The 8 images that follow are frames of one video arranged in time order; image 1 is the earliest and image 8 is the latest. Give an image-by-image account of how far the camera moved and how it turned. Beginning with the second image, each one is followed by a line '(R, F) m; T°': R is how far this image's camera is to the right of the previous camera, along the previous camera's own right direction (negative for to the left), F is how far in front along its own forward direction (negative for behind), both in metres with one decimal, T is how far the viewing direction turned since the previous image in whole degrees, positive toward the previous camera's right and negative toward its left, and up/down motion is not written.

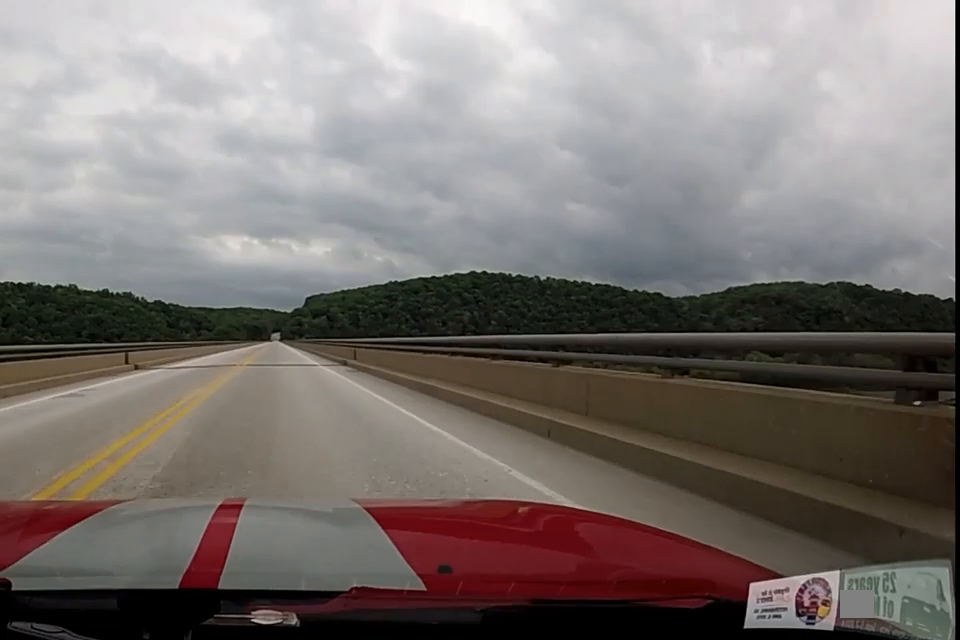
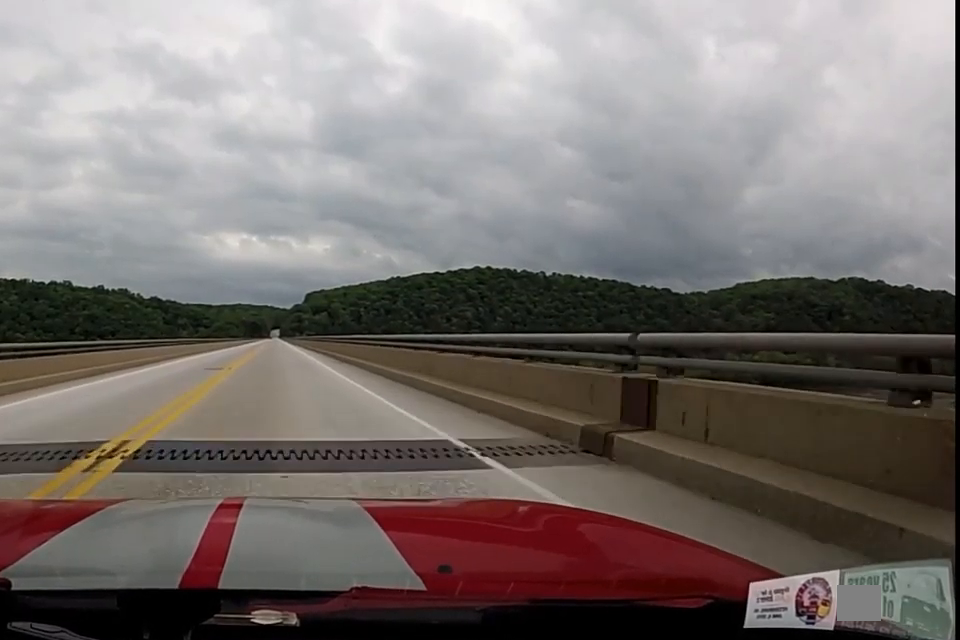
(-0.7, +22.0) m; -2°
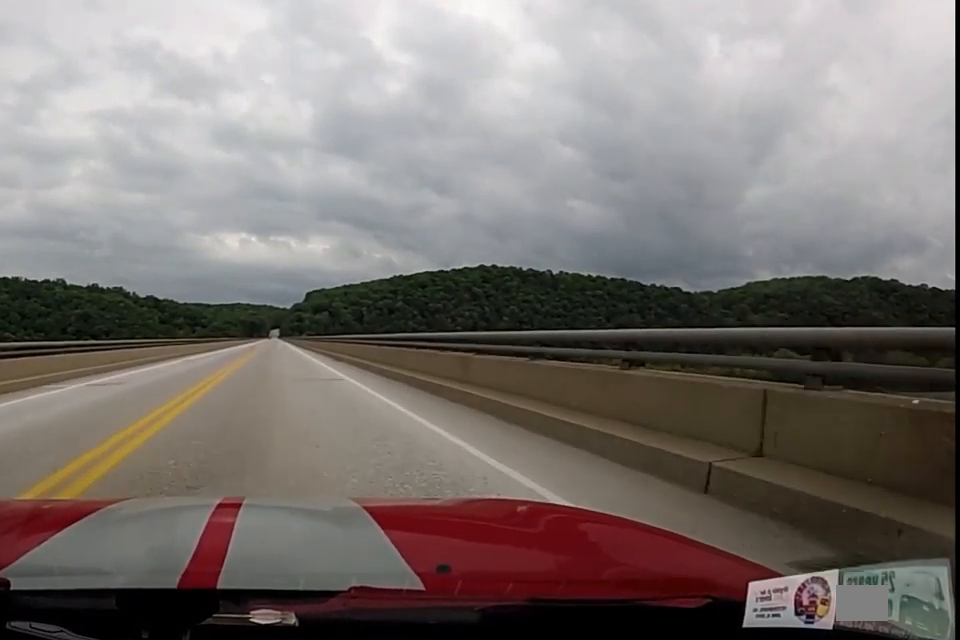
(-0.1, +24.5) m; +3°
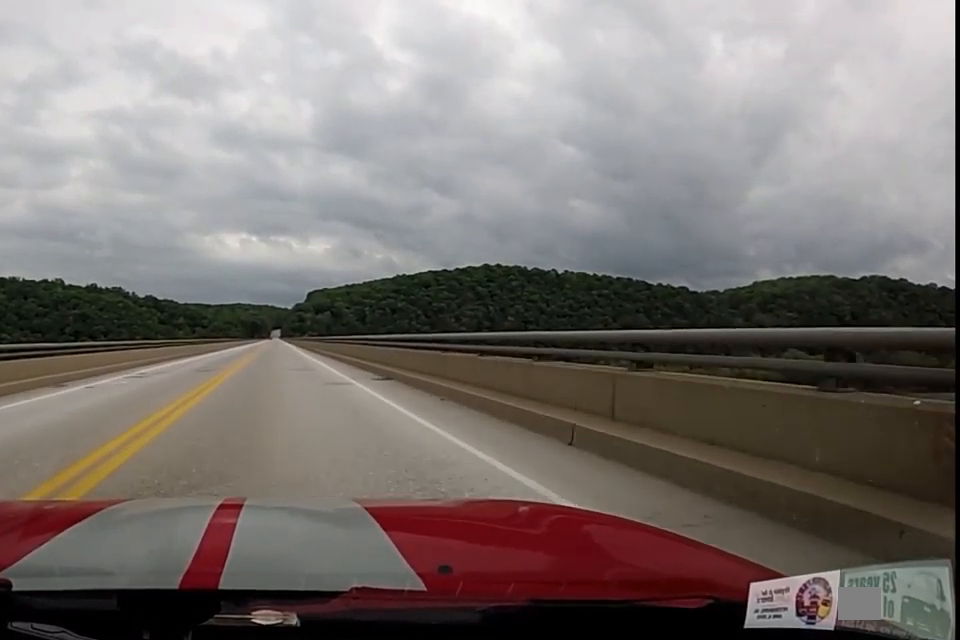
(+0.5, +12.2) m; 0°
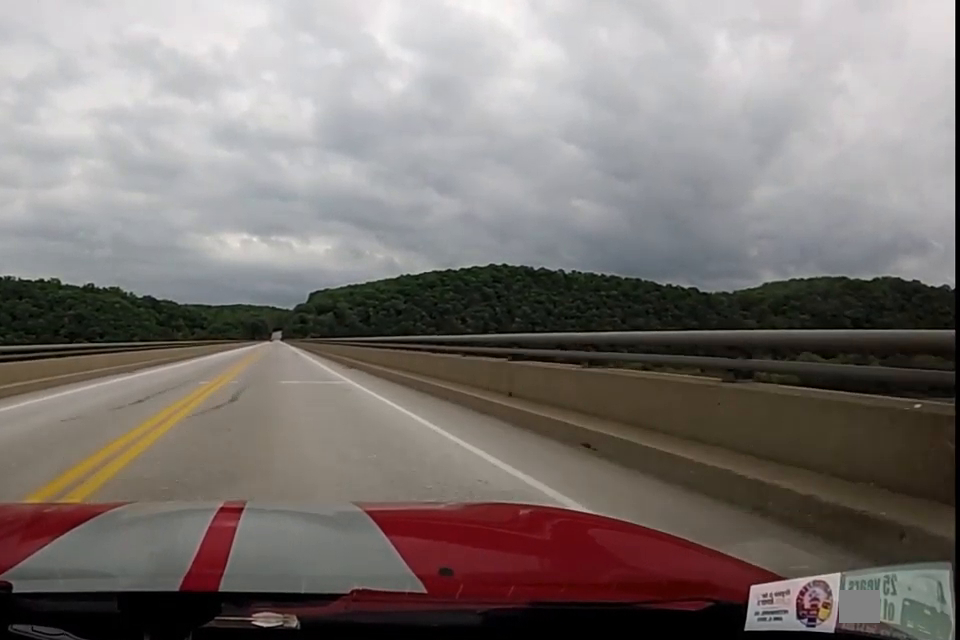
(+1.1, +18.2) m; 0°
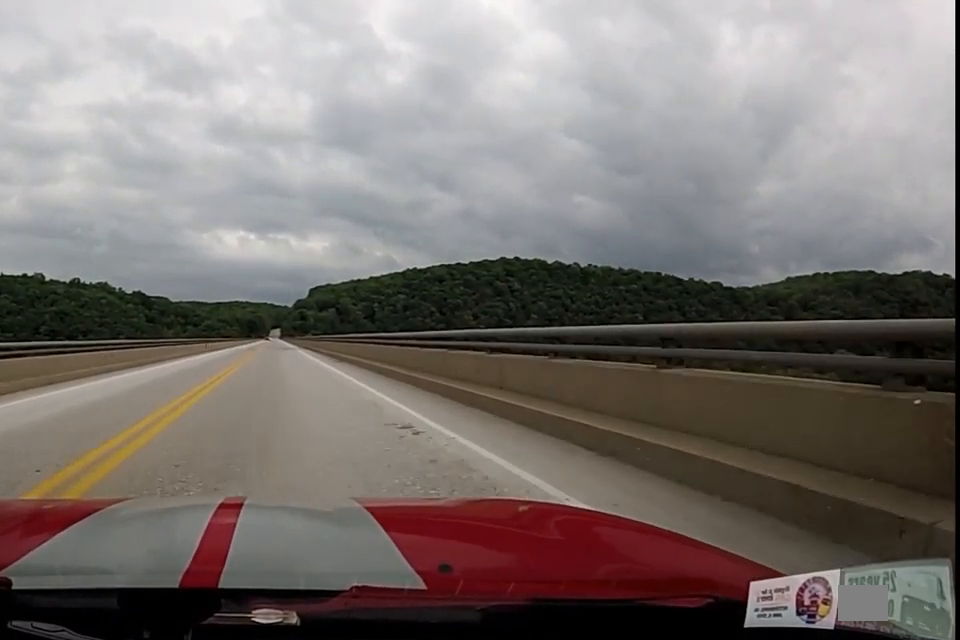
(-1.7, +50.2) m; -2°
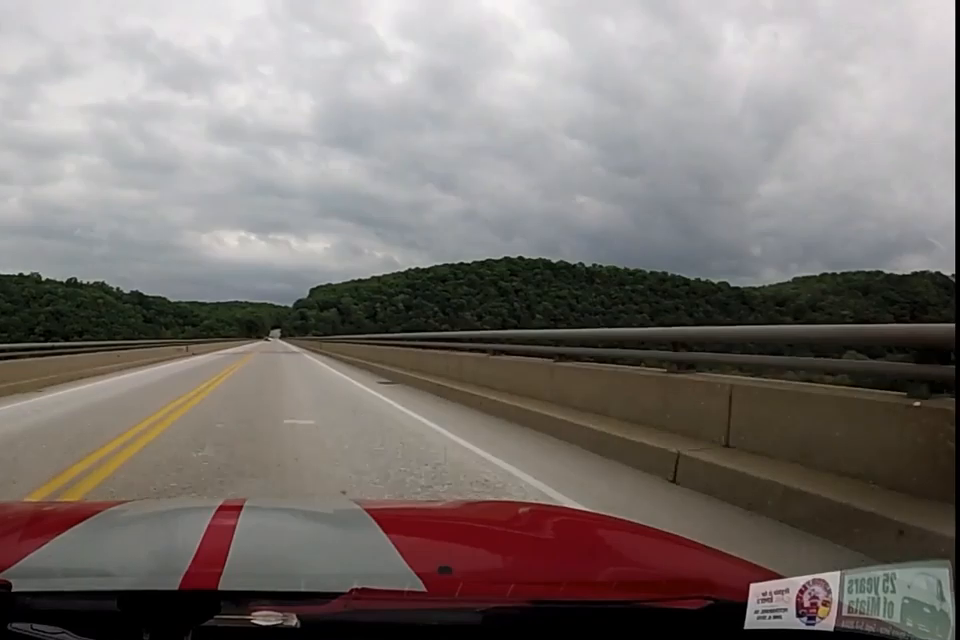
(-0.3, +12.3) m; 0°
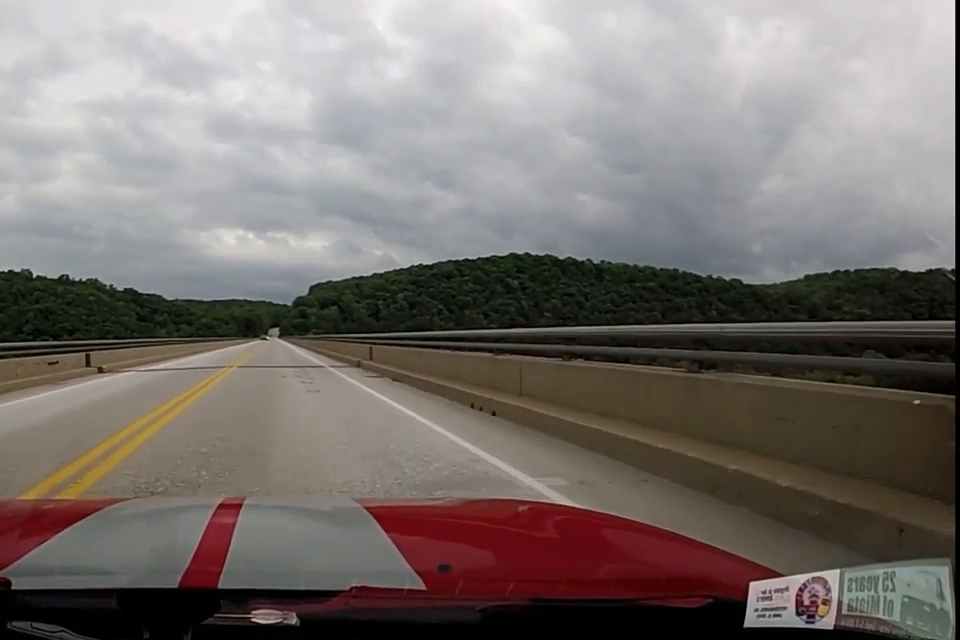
(-0.2, +24.7) m; 0°
